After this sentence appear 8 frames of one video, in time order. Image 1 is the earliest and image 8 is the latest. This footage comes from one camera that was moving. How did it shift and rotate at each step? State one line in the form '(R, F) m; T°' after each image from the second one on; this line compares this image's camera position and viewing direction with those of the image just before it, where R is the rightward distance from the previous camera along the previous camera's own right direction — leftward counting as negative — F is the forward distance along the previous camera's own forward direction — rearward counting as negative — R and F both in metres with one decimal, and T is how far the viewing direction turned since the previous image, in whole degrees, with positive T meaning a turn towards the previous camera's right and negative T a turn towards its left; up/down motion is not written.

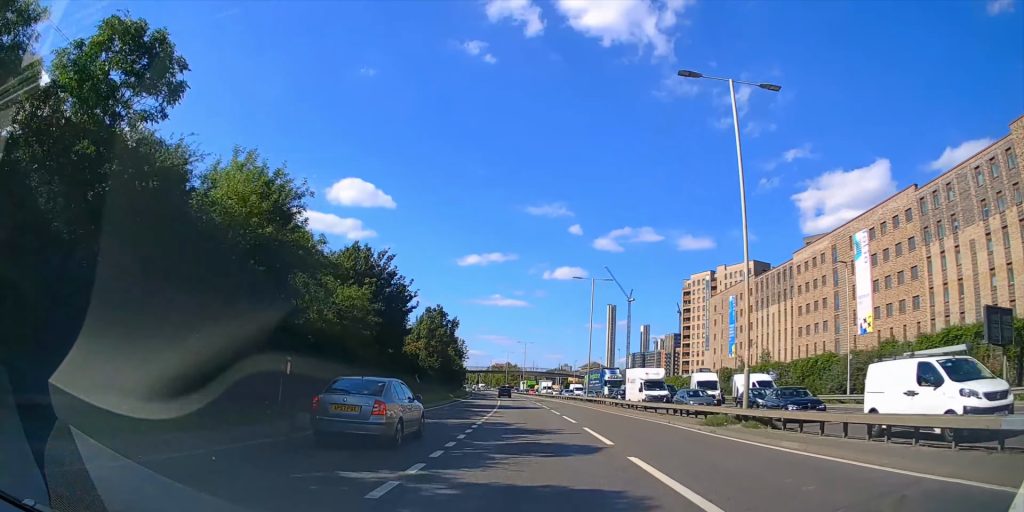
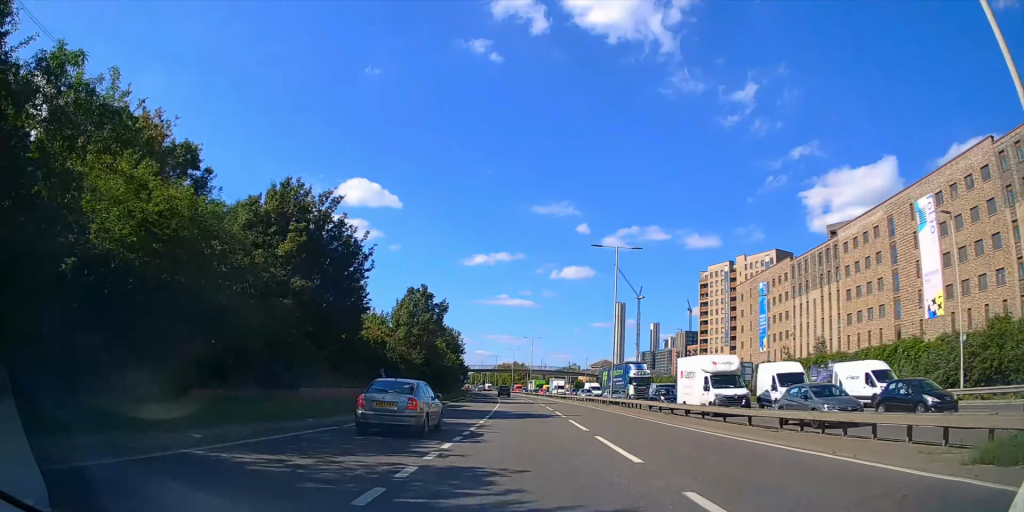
(0.0, +12.5) m; -1°
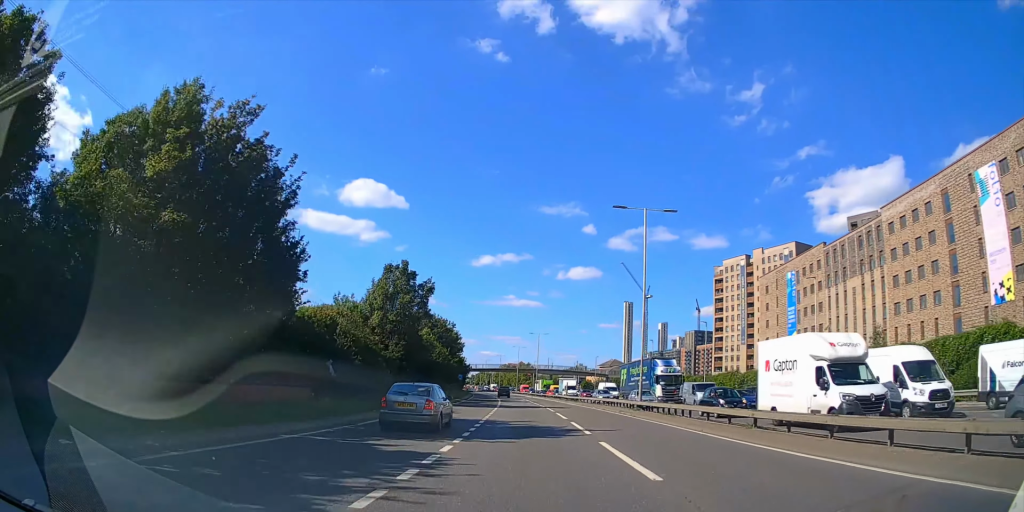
(-0.1, +10.3) m; -1°
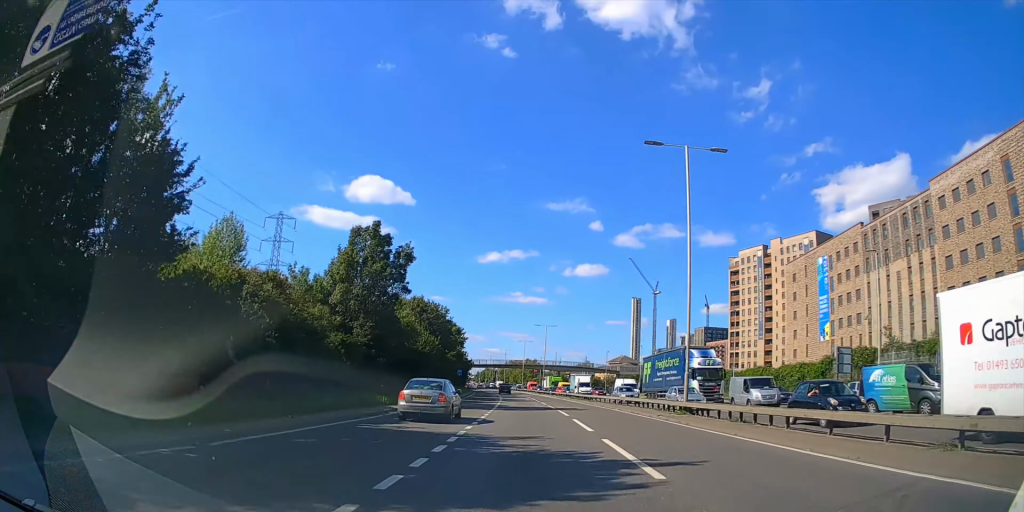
(0.0, +9.6) m; -1°
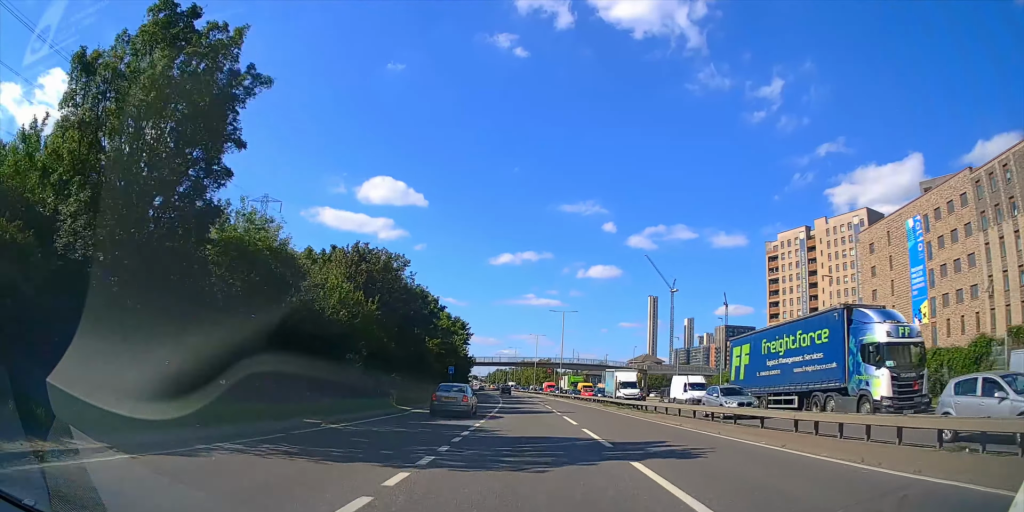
(-0.3, +22.1) m; -1°
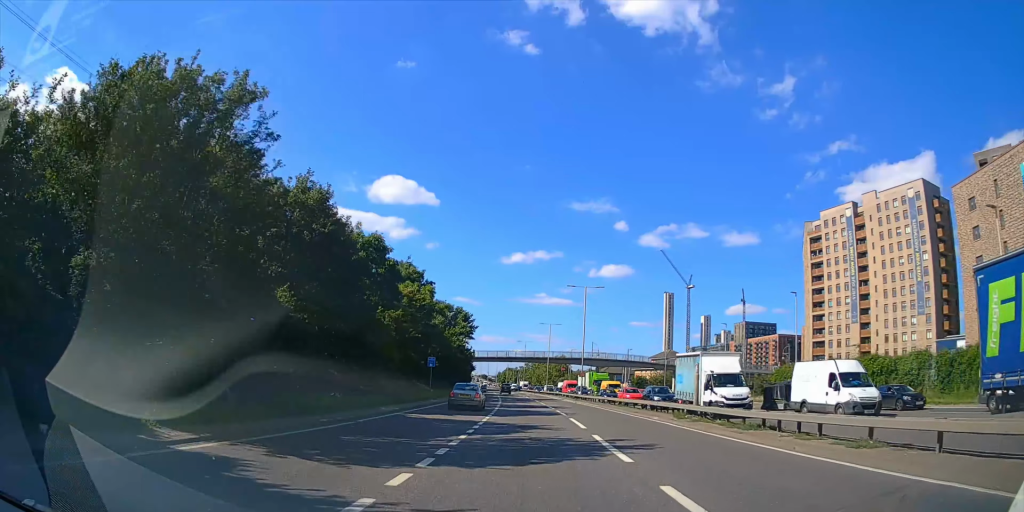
(-0.2, +20.6) m; -1°
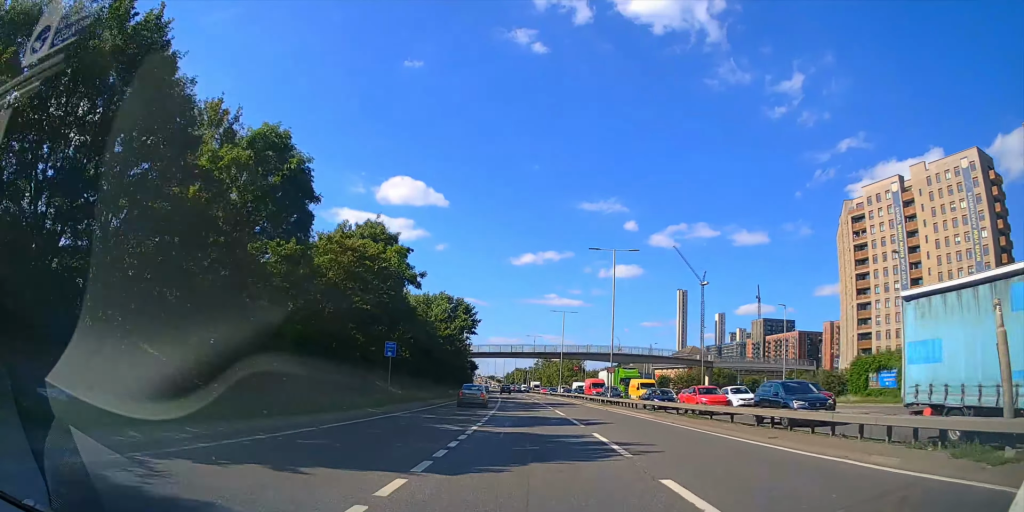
(-0.2, +16.9) m; -1°
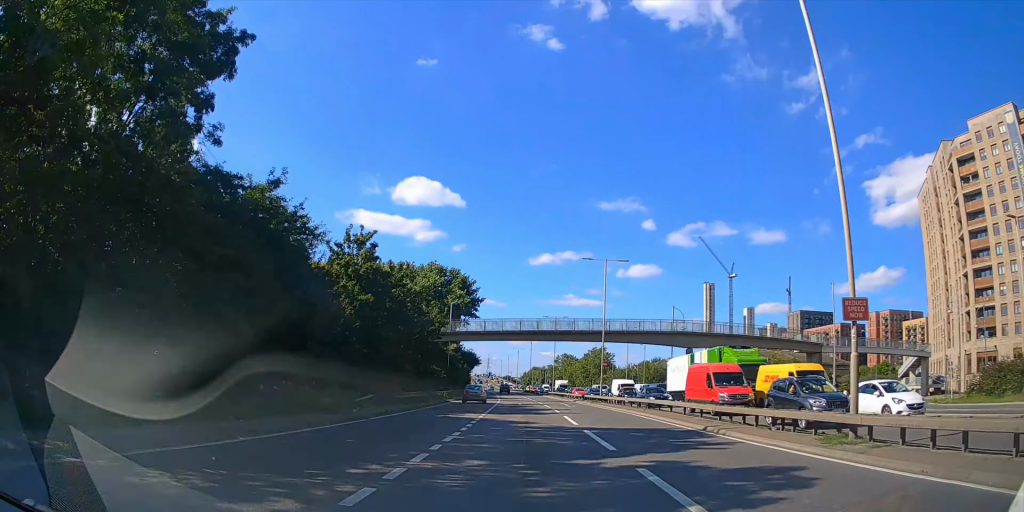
(-0.4, +35.2) m; -2°
